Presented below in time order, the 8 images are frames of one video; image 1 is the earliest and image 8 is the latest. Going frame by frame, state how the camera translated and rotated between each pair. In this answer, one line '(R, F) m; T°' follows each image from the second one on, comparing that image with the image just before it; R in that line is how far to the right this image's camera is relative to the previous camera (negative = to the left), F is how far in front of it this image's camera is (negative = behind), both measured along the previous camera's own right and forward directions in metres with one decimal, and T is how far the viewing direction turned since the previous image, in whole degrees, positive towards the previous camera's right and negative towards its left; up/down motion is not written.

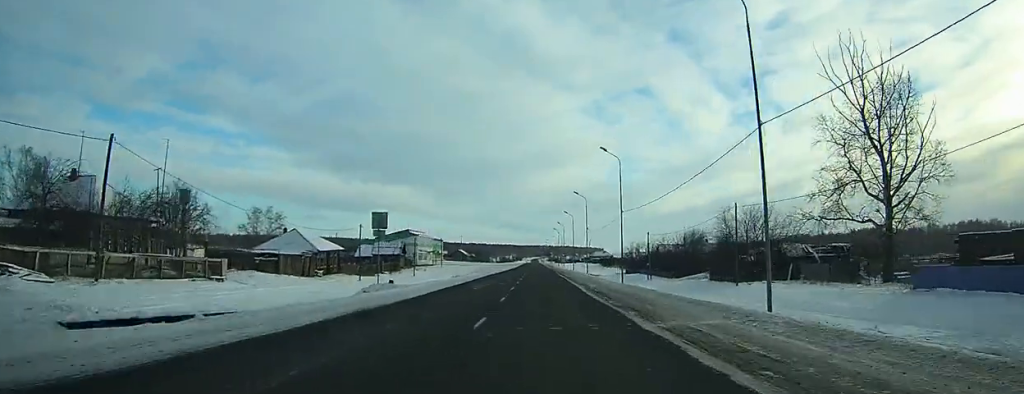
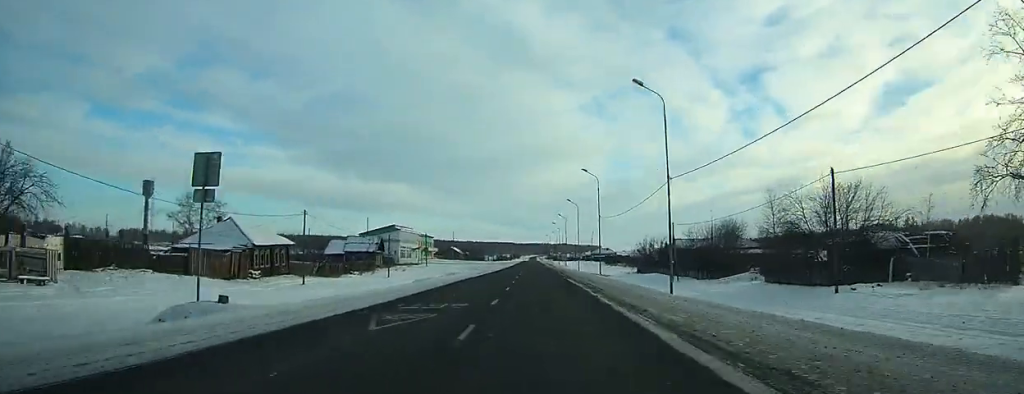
(0.0, +17.7) m; 0°
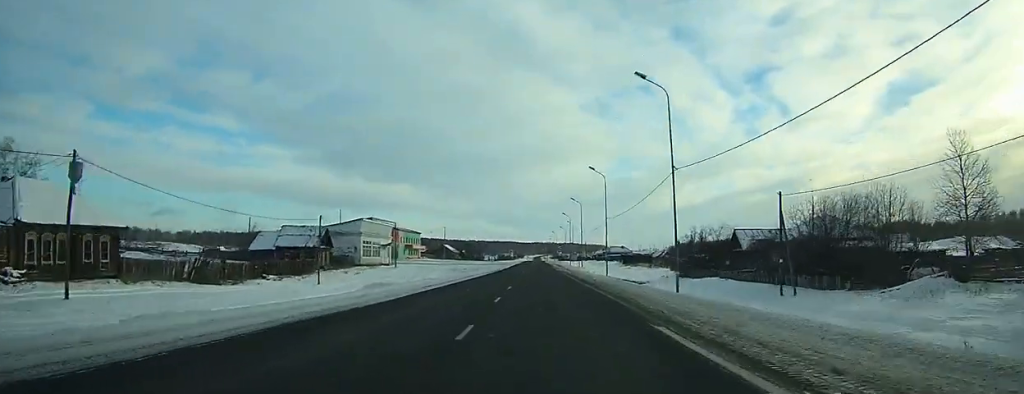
(+0.2, +32.1) m; 0°
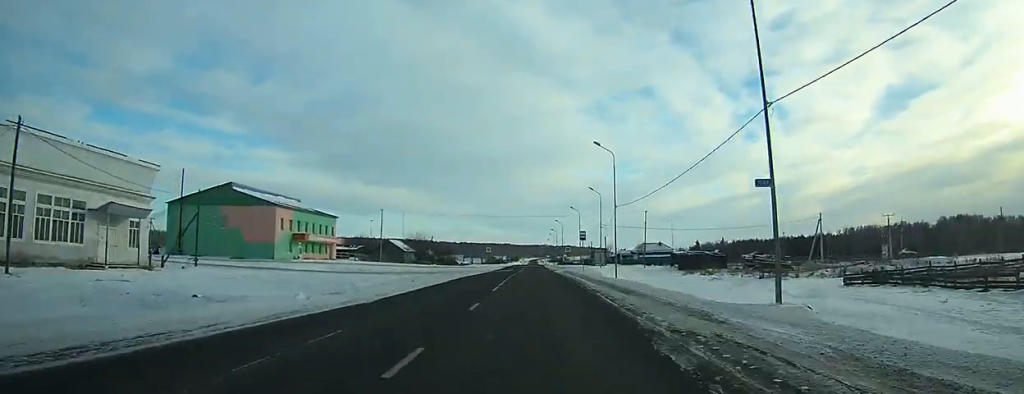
(-0.2, +74.1) m; 0°
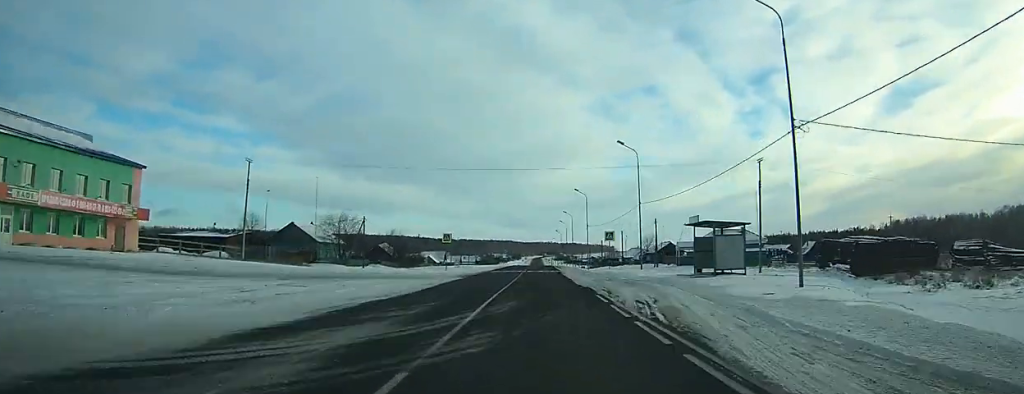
(0.0, +57.4) m; 0°
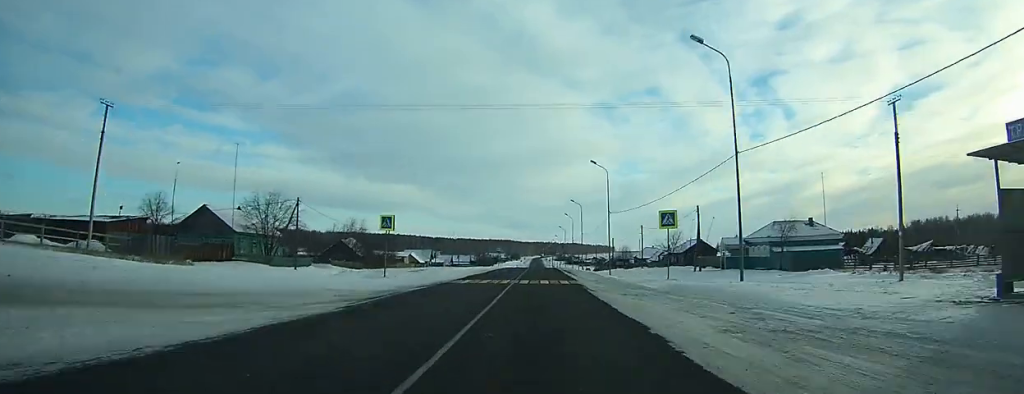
(0.0, +23.1) m; 0°
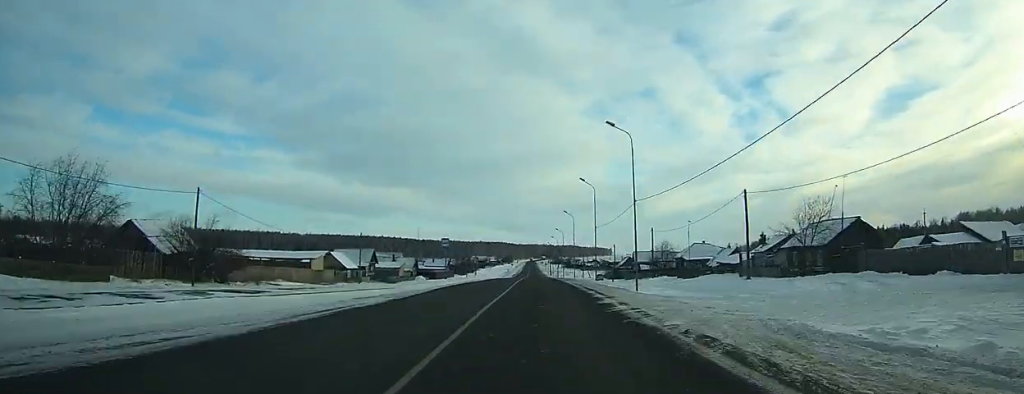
(+0.1, +55.9) m; 0°
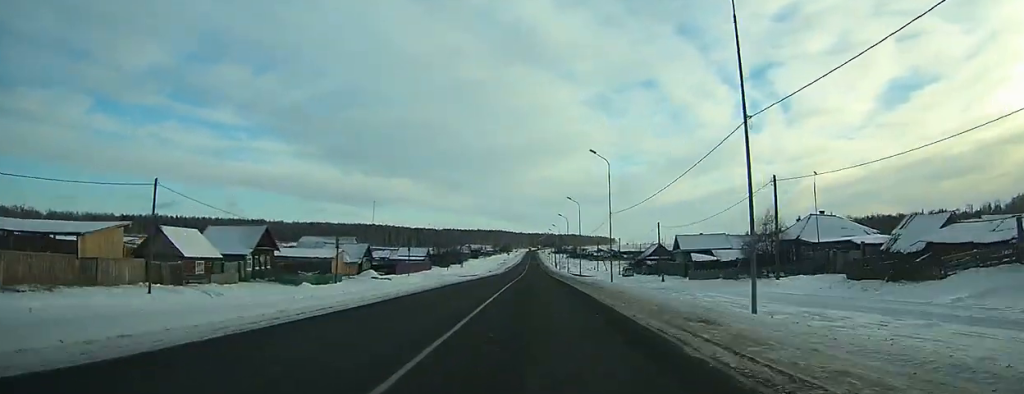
(+0.2, +46.5) m; 0°
